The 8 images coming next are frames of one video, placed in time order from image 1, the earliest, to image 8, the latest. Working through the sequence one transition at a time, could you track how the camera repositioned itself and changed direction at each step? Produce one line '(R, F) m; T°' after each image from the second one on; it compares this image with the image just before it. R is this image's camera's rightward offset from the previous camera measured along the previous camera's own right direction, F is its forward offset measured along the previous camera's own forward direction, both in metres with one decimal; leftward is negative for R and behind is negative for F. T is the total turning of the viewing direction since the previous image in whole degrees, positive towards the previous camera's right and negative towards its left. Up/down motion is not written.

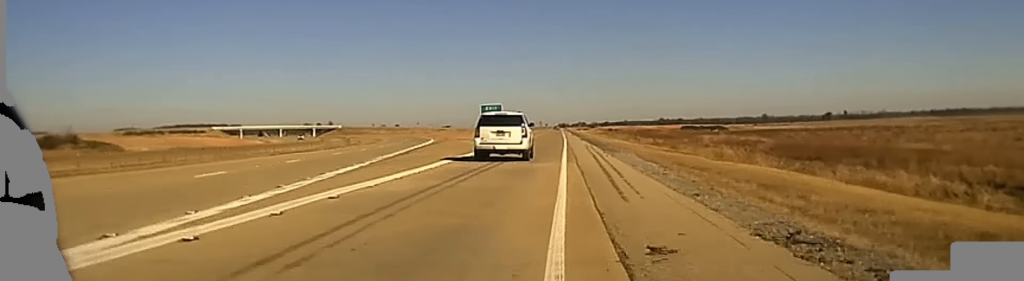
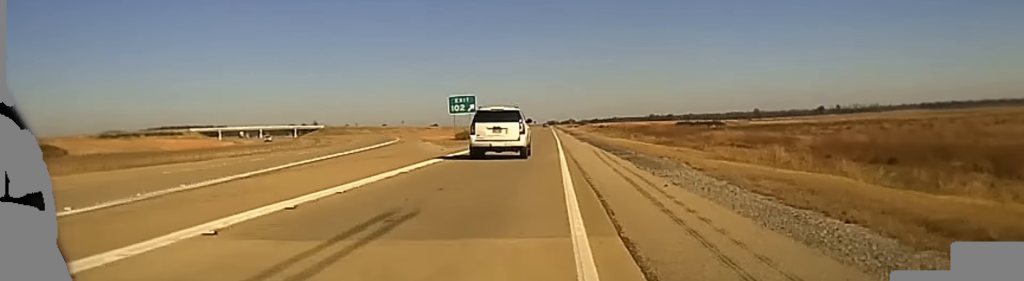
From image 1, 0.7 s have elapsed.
(+0.3, +19.3) m; +1°
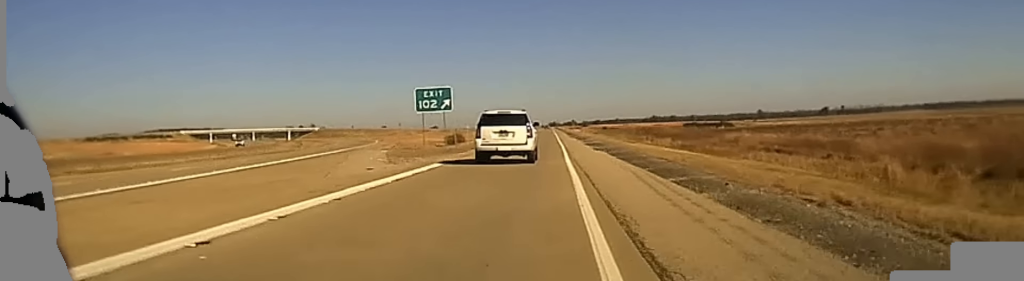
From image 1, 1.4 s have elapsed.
(+0.2, +18.7) m; +1°
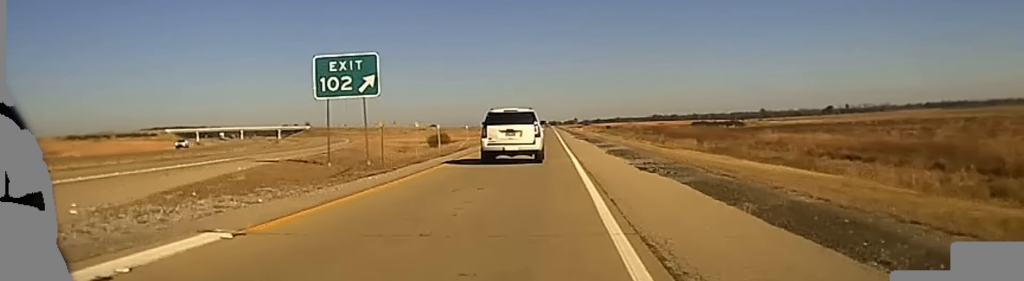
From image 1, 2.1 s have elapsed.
(+0.1, +25.4) m; 0°
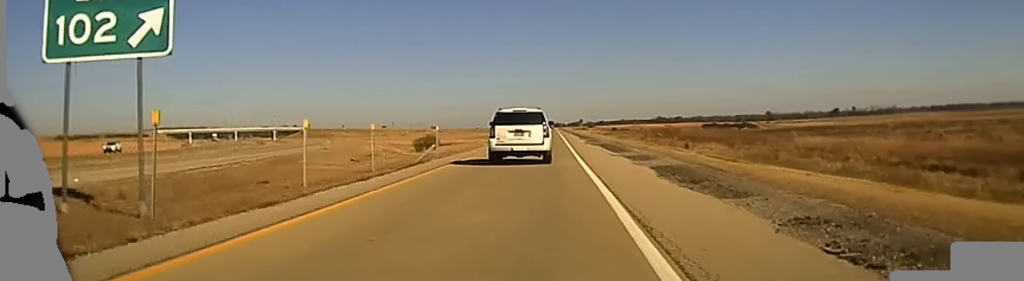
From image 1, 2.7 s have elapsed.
(0.0, +19.6) m; 0°
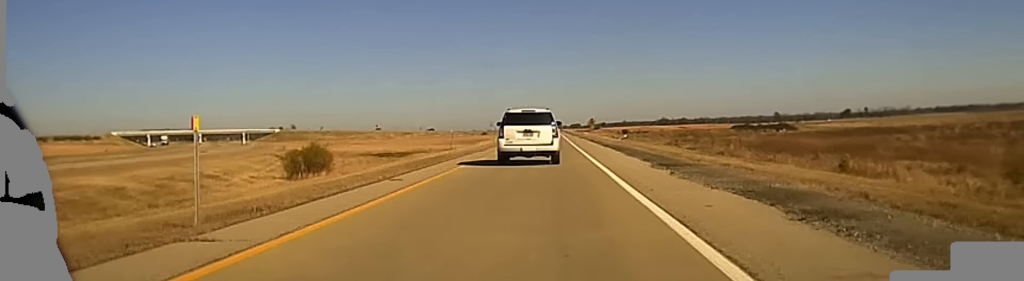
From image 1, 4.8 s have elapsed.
(0.0, +63.4) m; 0°
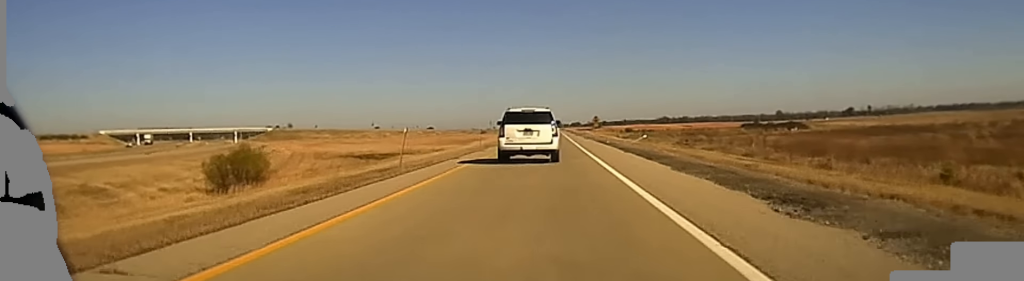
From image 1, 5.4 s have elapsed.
(-0.2, +16.9) m; 0°
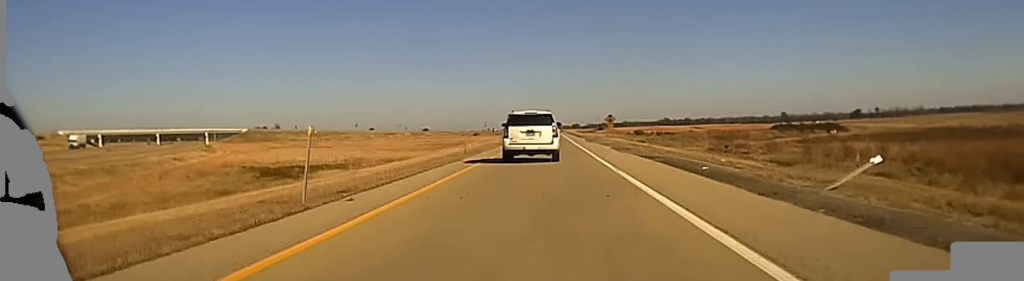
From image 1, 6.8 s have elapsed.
(+0.5, +41.3) m; +1°
